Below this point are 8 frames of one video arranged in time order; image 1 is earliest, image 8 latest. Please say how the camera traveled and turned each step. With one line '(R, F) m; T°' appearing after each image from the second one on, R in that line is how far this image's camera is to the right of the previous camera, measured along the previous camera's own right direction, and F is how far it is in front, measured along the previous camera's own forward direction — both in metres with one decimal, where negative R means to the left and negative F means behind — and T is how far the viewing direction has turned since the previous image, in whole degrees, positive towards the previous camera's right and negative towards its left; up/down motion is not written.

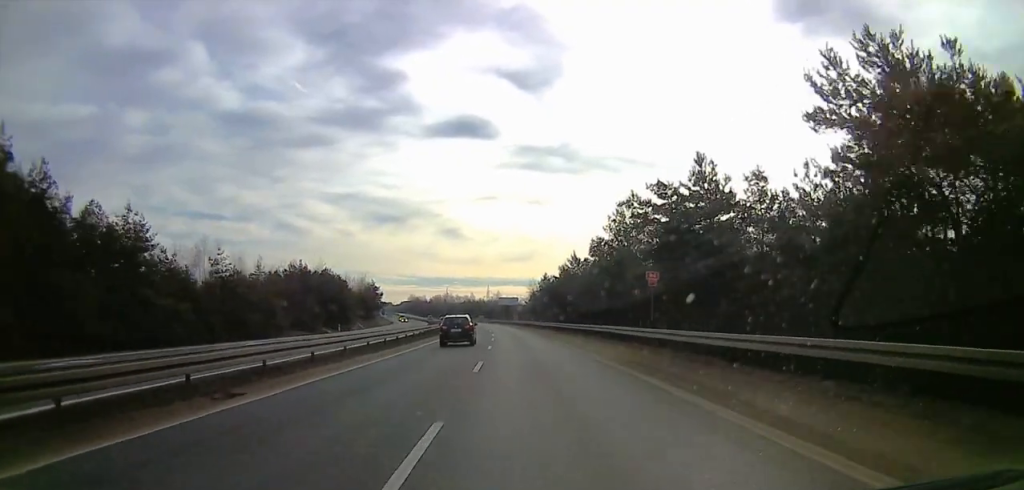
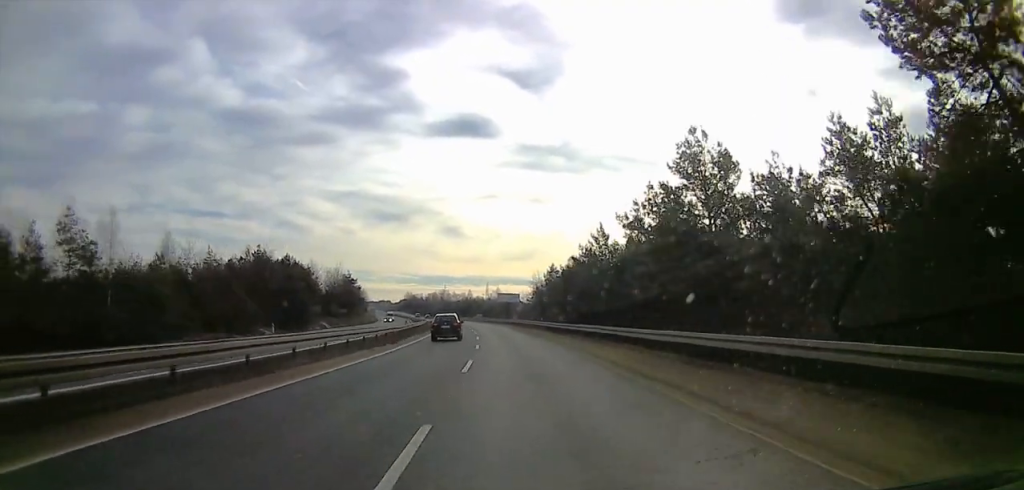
(0.0, +23.7) m; 0°
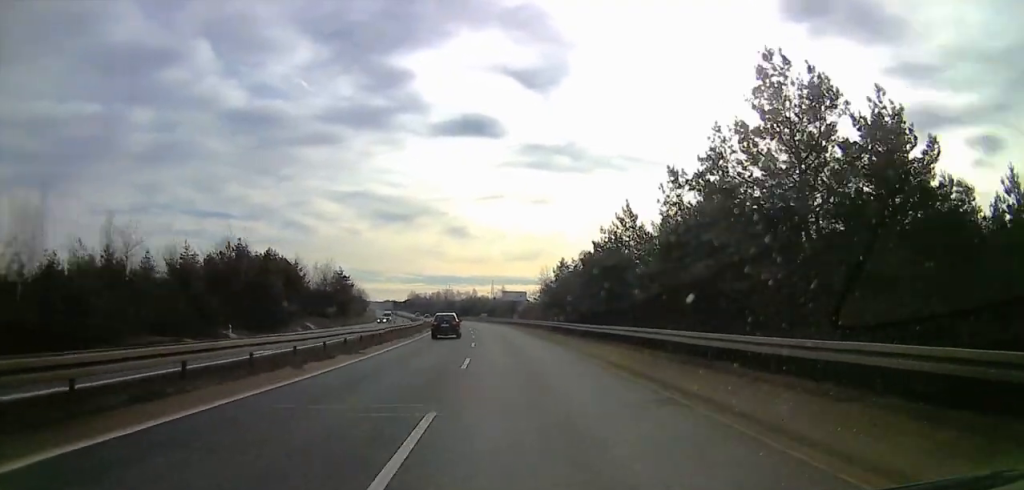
(0.0, +11.1) m; 0°
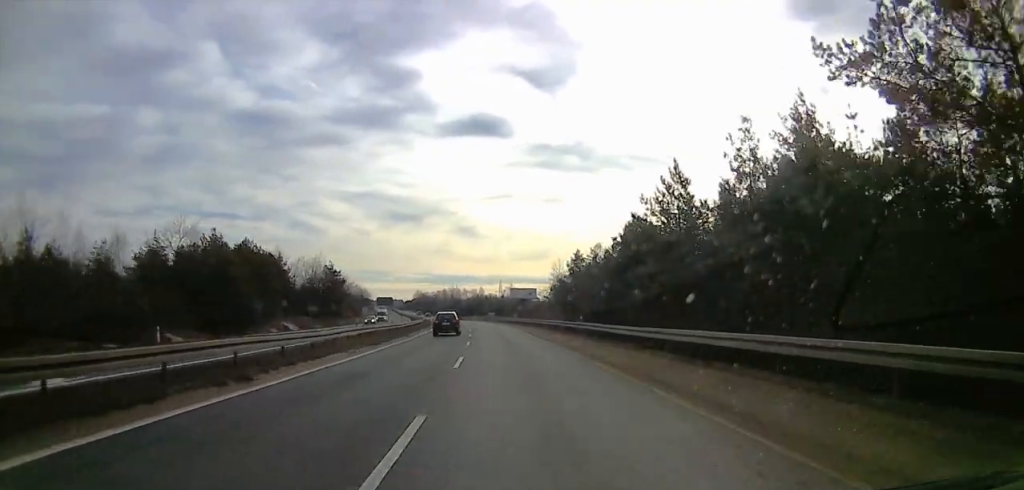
(0.0, +12.5) m; 0°
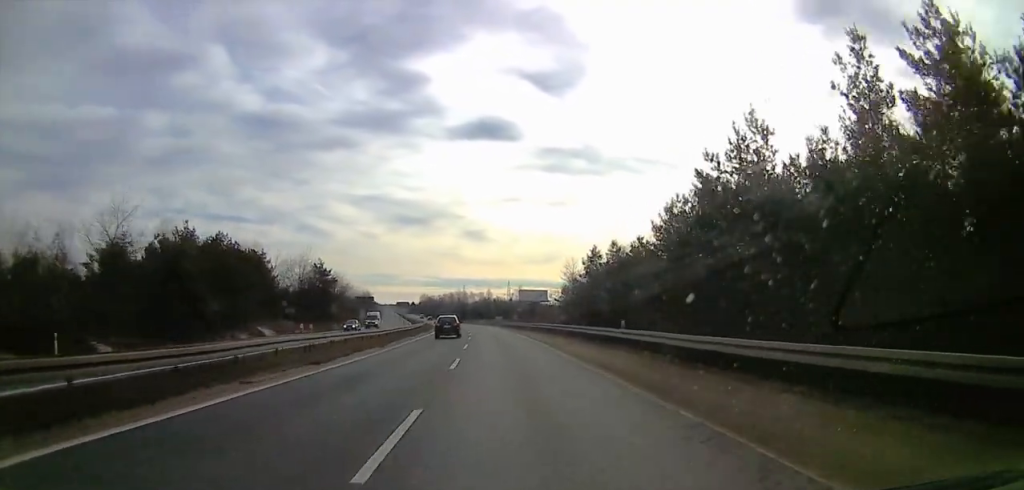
(0.0, +11.1) m; 0°
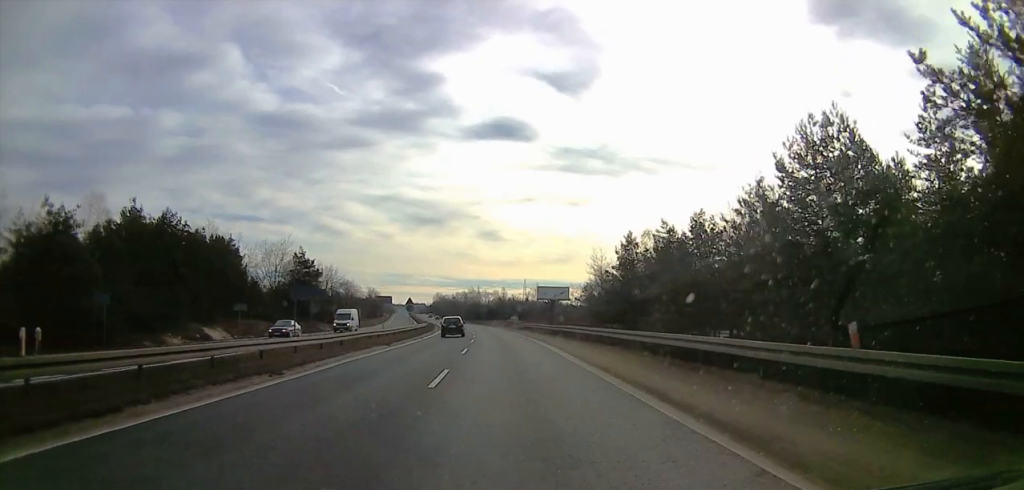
(0.0, +16.6) m; 0°
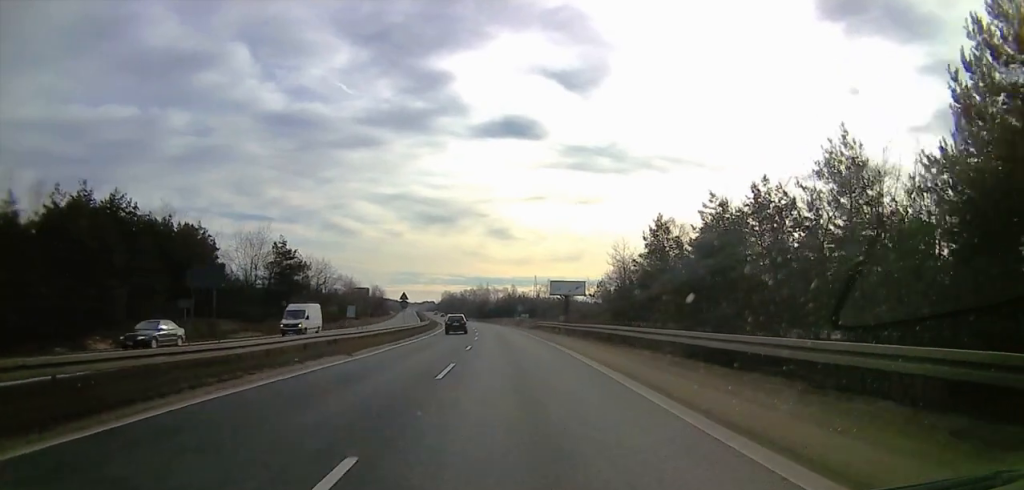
(0.0, +11.1) m; 0°
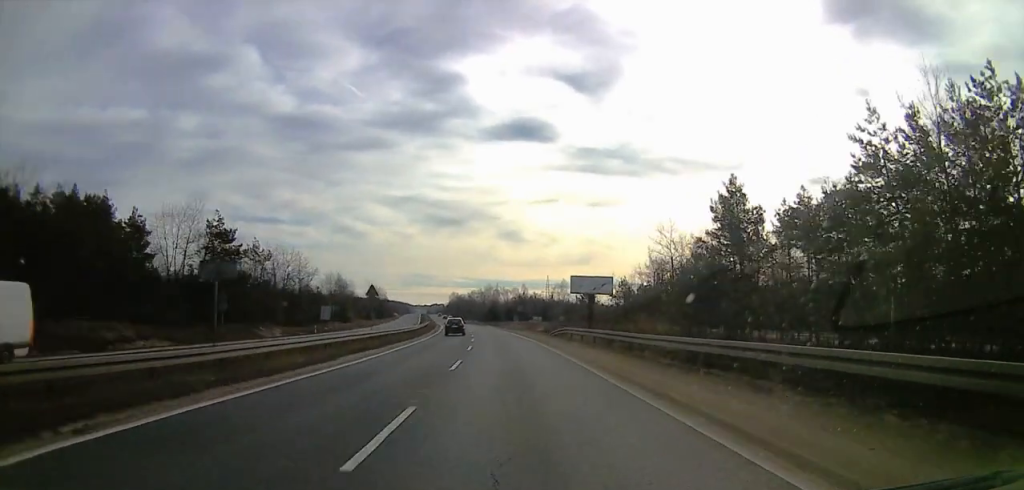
(0.0, +20.8) m; 0°
